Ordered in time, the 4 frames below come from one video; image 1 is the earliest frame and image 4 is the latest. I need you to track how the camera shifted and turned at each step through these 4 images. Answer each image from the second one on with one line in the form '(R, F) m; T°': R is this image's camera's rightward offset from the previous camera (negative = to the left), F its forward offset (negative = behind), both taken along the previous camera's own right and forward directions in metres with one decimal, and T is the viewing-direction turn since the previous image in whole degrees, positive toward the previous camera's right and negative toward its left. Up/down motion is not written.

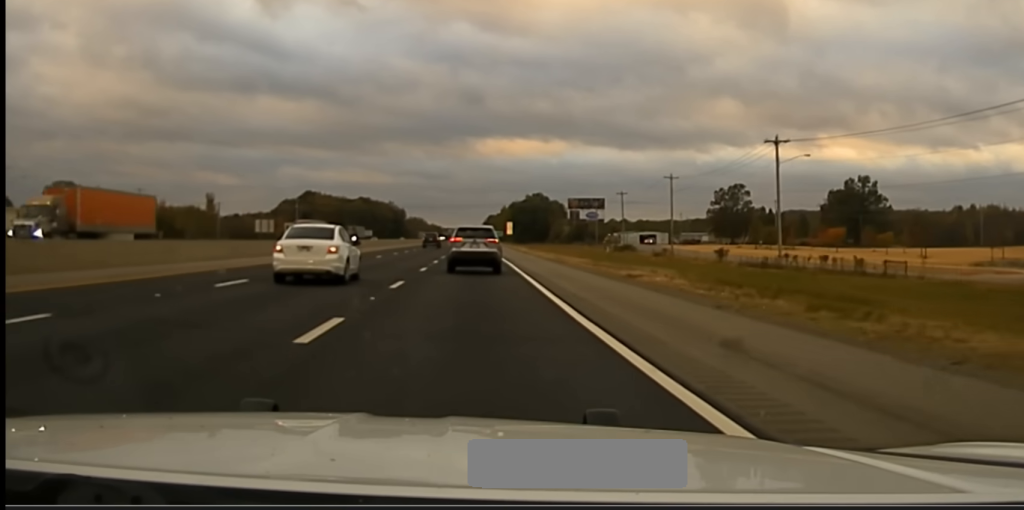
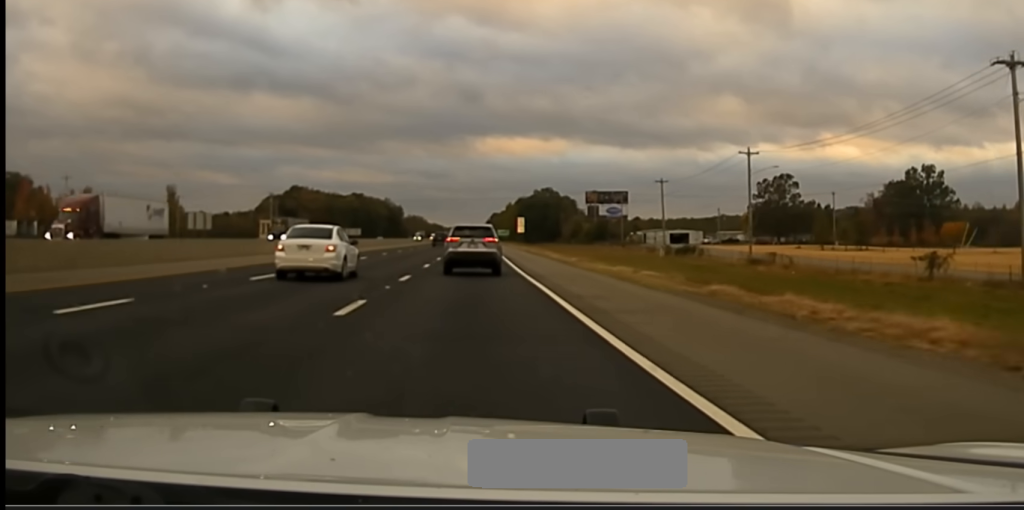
(-0.2, +48.2) m; 0°
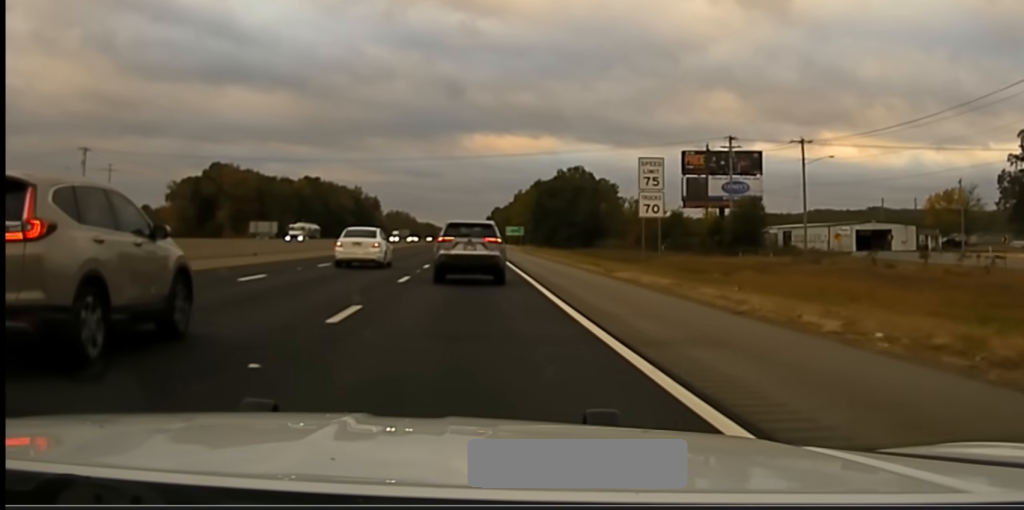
(+0.5, +130.9) m; +1°
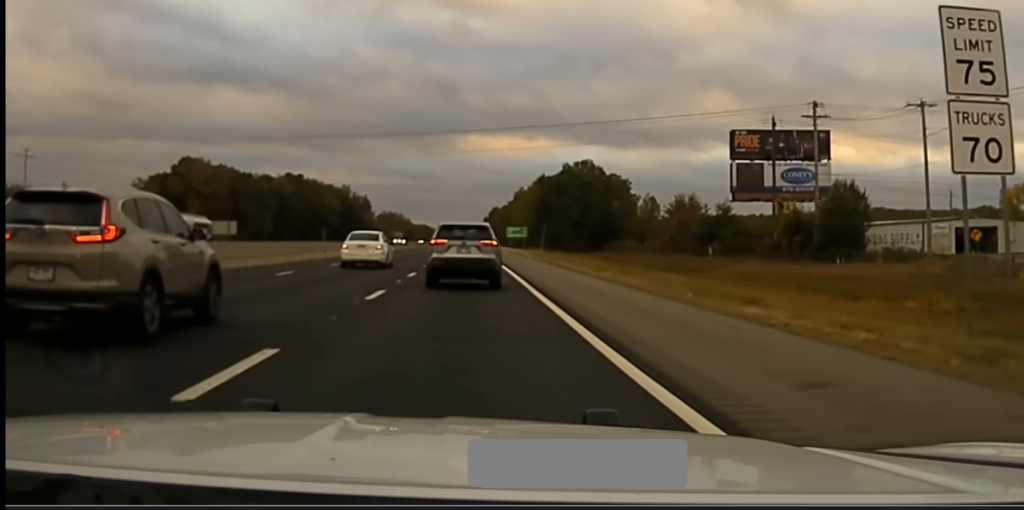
(+0.1, +27.3) m; 0°
